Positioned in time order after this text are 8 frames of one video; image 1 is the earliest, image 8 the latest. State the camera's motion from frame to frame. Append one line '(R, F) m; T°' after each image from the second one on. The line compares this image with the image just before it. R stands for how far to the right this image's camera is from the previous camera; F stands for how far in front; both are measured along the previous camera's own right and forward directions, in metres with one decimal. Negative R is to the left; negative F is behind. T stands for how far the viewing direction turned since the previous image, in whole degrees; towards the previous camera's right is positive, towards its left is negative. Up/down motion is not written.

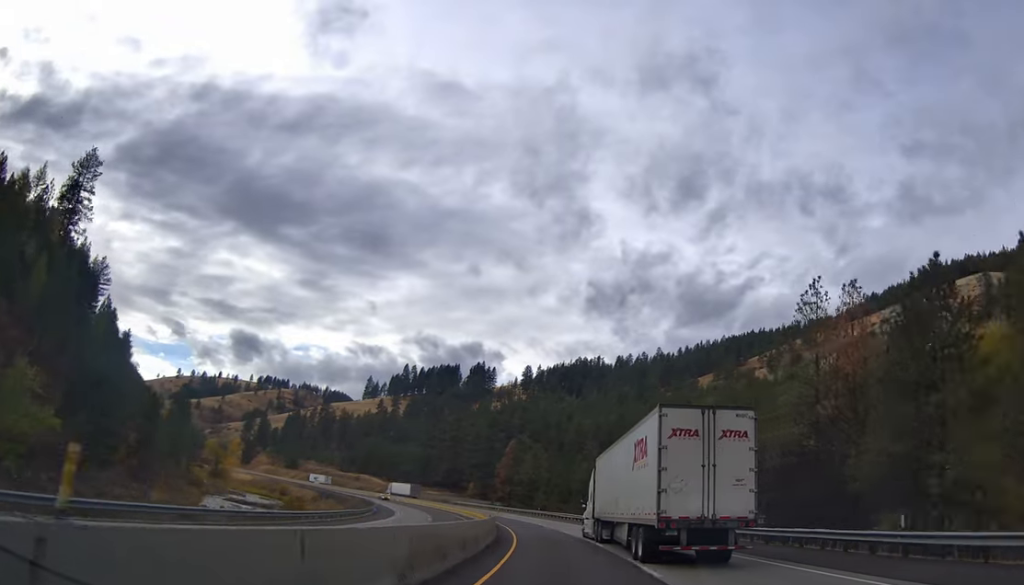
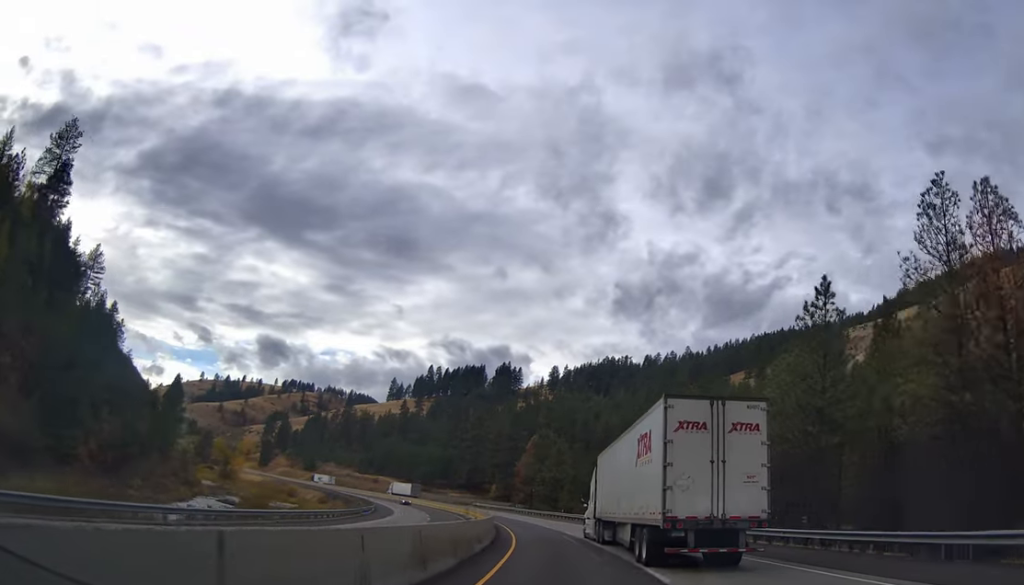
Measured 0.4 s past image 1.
(-0.2, +13.5) m; -2°
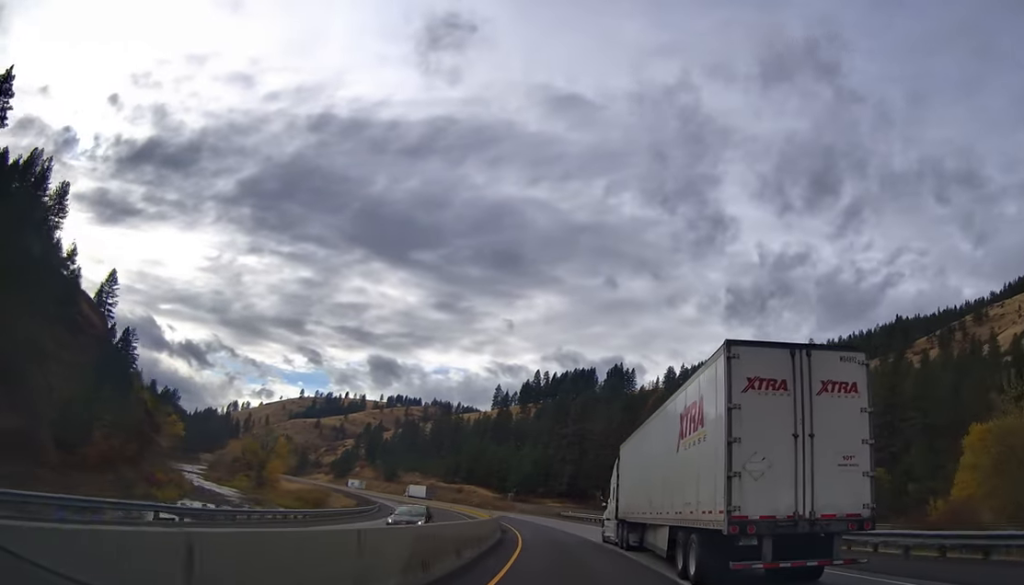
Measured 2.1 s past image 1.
(-3.1, +51.3) m; -9°
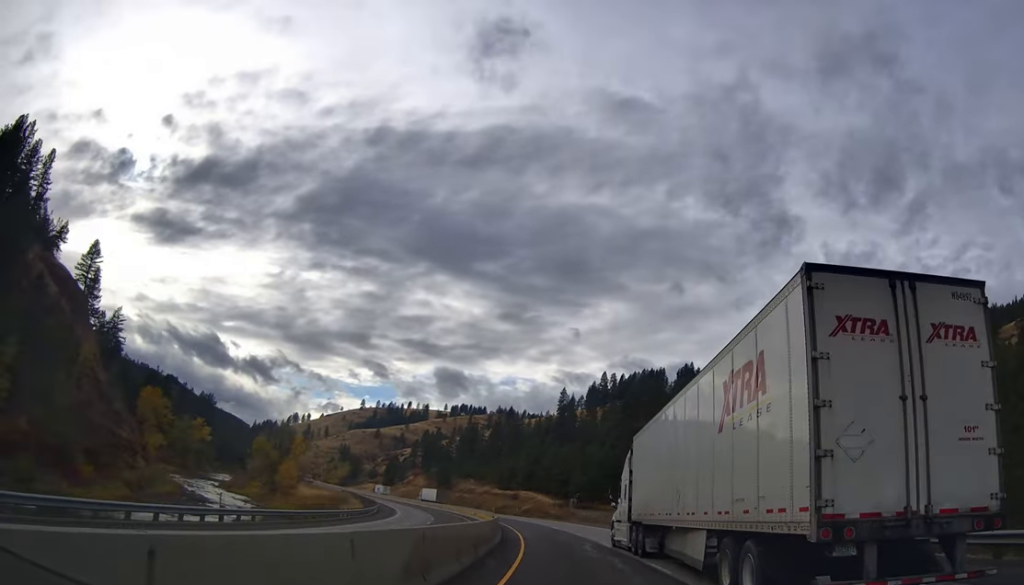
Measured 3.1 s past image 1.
(-1.6, +31.5) m; -5°
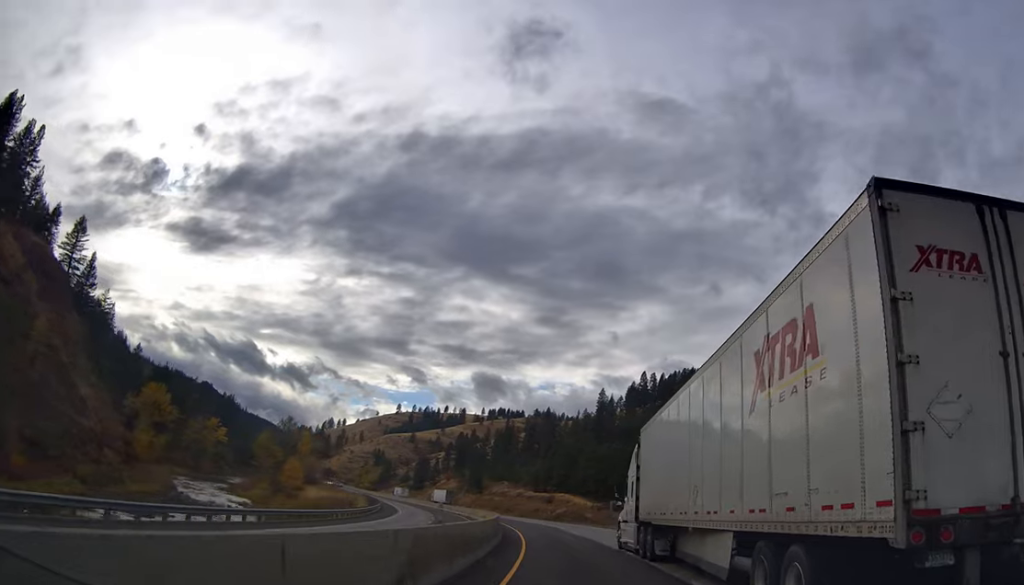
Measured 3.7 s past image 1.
(-0.4, +17.3) m; -4°
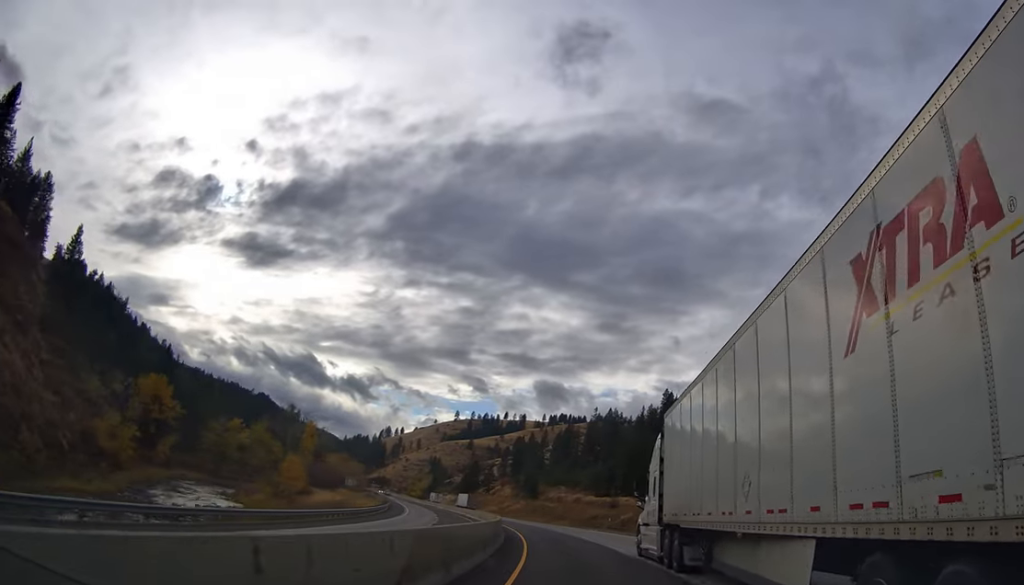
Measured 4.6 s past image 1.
(-1.3, +27.5) m; -6°
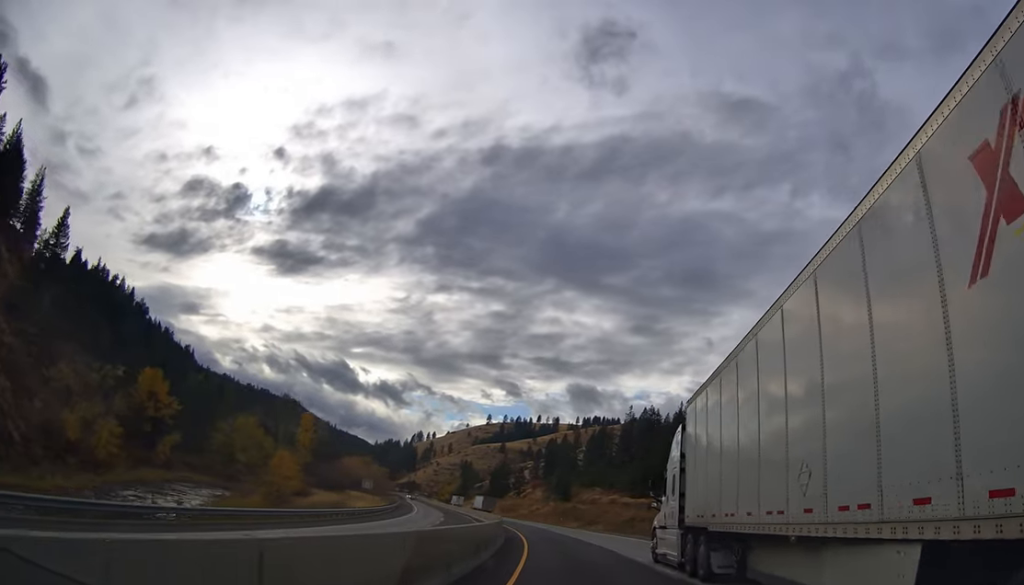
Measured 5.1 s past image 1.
(-0.6, +15.4) m; -4°
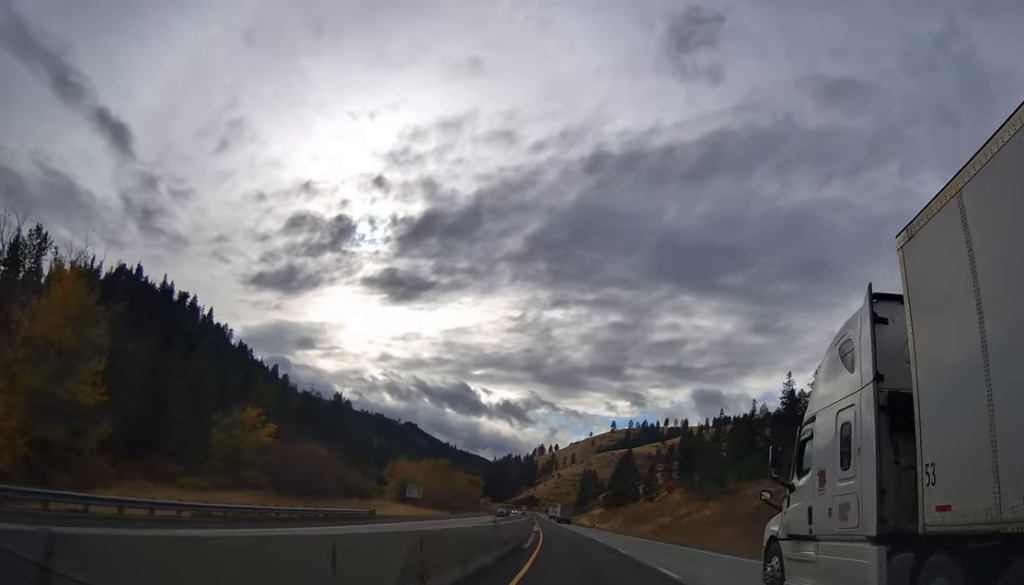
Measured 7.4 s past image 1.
(-8.0, +69.1) m; -14°
